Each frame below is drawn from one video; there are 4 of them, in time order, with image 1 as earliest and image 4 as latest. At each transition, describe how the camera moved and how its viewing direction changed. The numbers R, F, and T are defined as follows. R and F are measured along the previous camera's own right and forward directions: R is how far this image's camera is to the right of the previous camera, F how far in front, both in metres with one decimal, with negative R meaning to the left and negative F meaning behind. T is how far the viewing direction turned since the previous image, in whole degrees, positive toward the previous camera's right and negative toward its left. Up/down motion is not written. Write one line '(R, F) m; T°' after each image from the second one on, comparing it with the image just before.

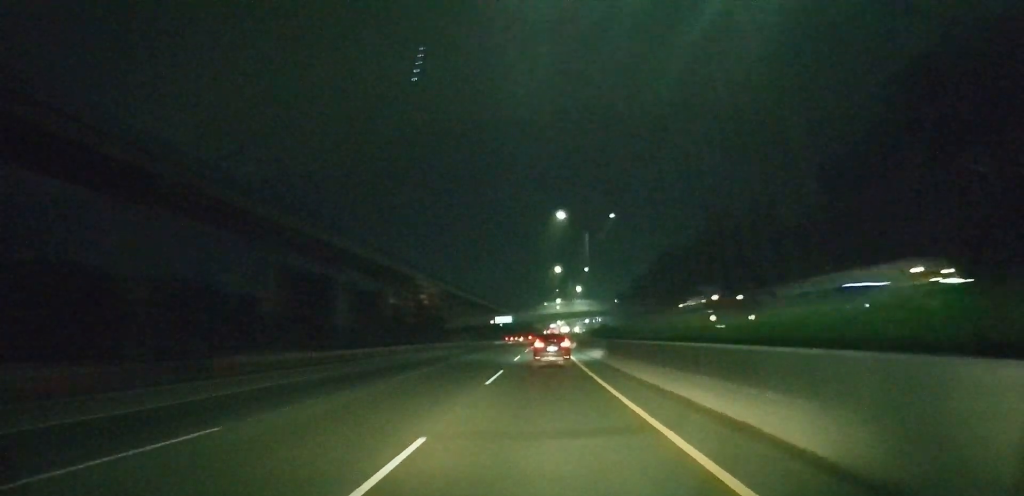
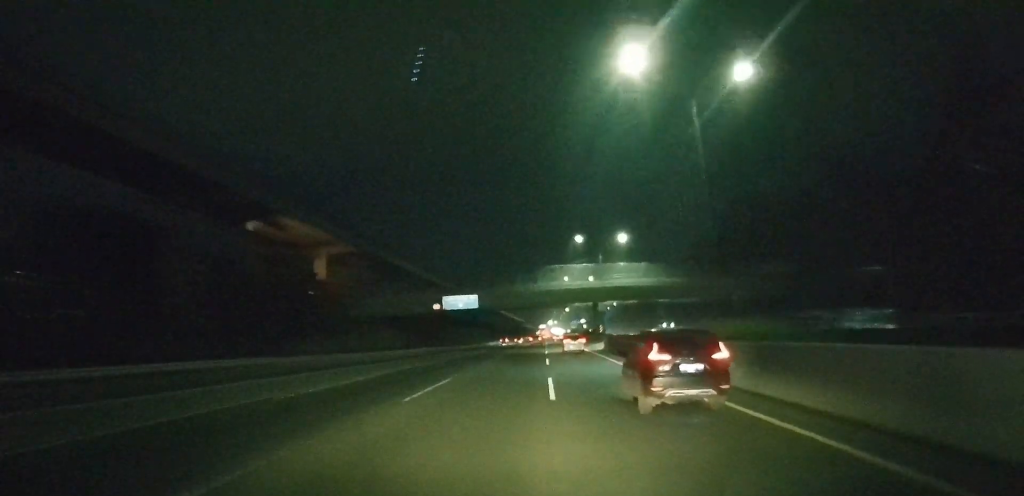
(0.0, +86.3) m; 0°
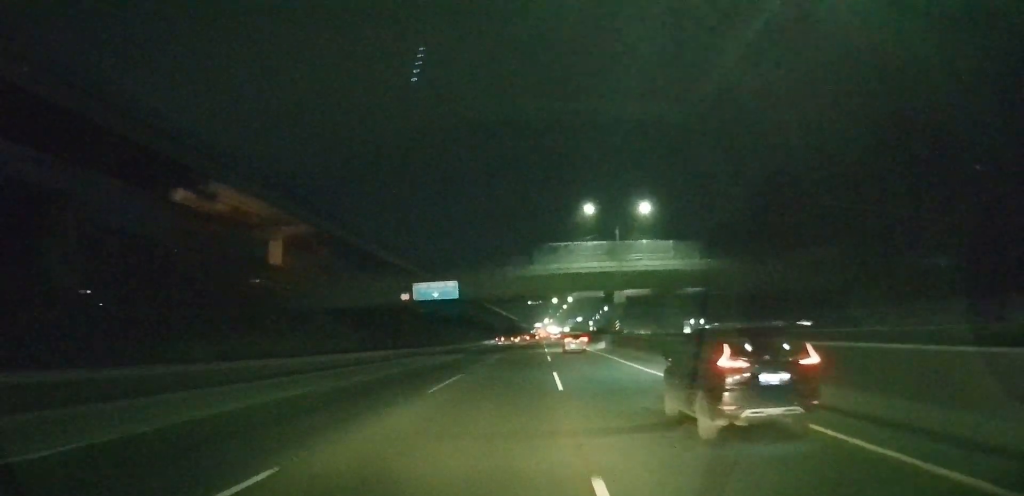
(0.0, +18.1) m; 0°
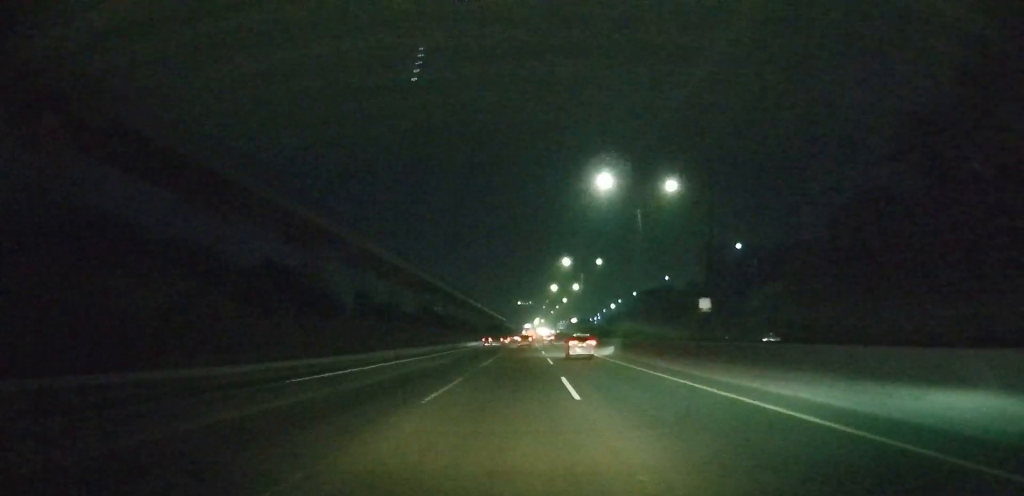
(+0.8, +69.3) m; +1°
